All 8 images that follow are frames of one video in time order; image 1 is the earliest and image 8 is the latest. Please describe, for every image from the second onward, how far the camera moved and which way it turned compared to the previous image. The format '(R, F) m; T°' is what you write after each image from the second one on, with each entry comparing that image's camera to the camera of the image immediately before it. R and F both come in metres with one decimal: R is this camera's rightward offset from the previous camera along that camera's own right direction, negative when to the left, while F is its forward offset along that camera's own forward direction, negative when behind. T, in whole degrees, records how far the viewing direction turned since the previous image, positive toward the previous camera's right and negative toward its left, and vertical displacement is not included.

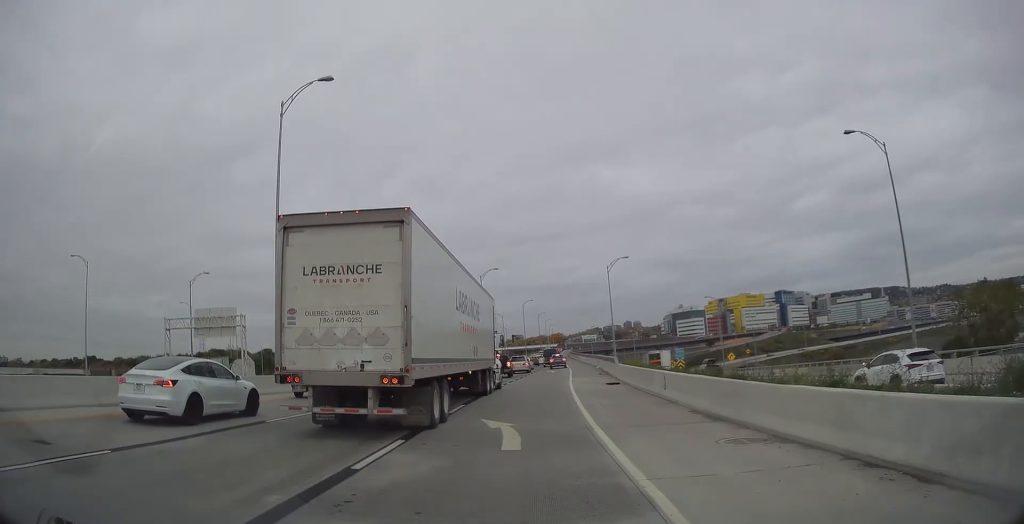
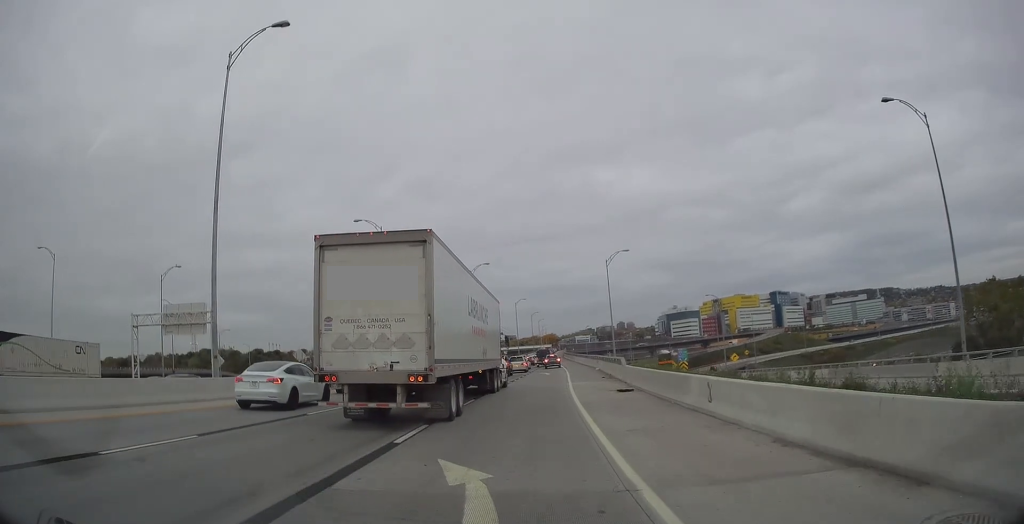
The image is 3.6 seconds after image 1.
(+0.1, +6.2) m; -1°
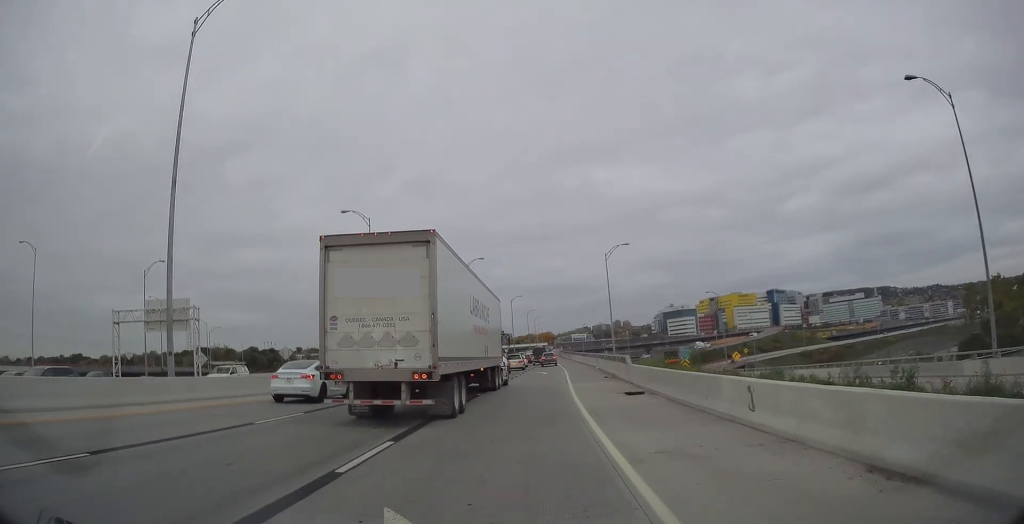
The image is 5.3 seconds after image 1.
(-0.1, +3.1) m; -2°
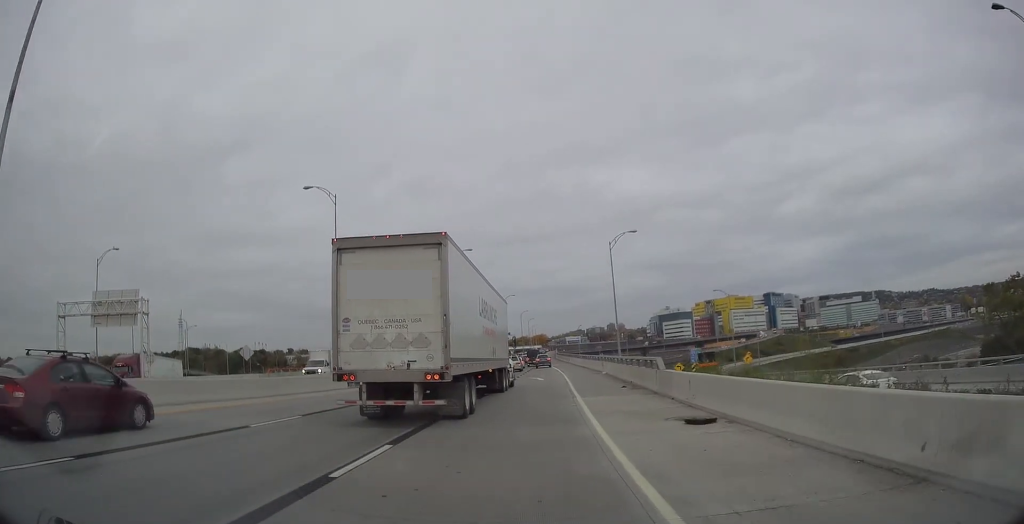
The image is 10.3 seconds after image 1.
(-0.3, +9.2) m; -1°
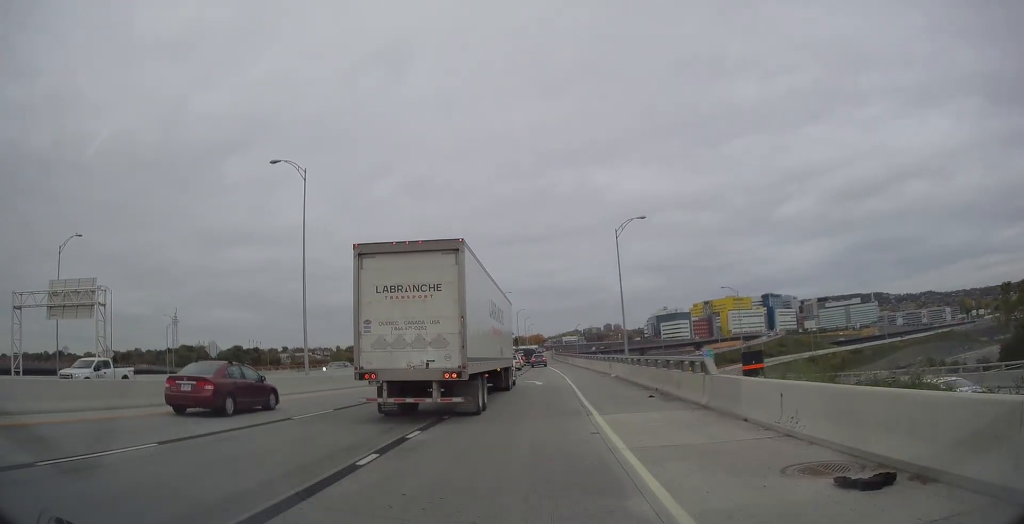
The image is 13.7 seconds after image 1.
(+0.1, +7.0) m; +1°
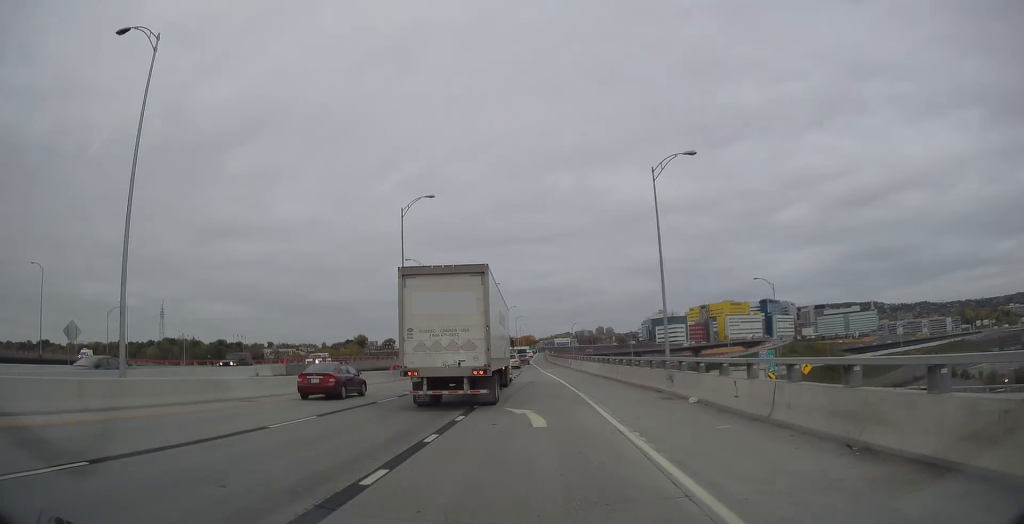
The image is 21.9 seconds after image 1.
(-0.1, +20.5) m; +1°
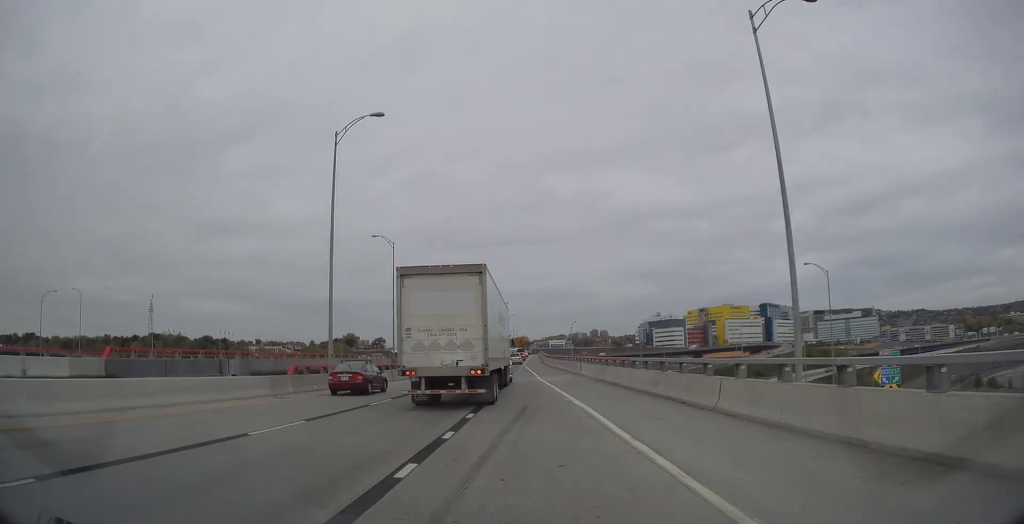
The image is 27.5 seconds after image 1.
(+0.3, +19.3) m; 0°
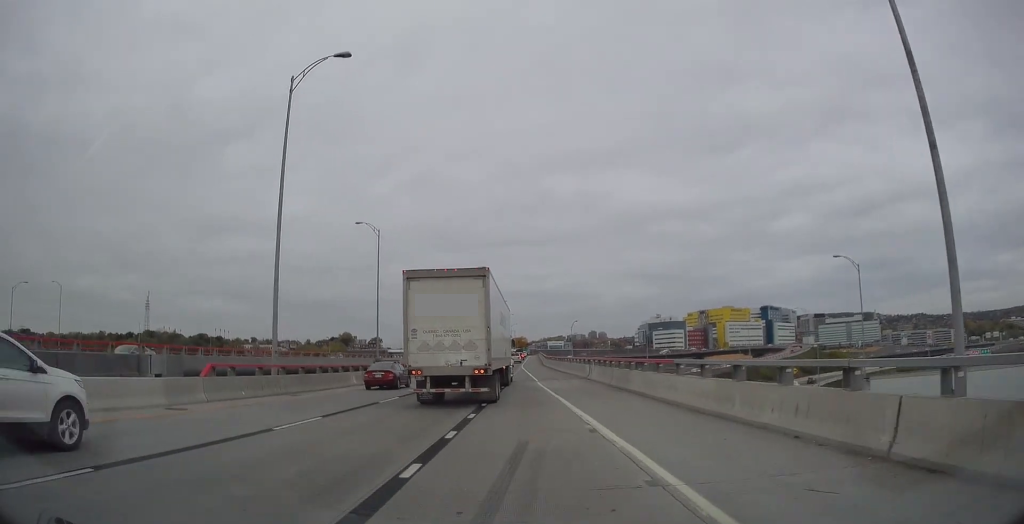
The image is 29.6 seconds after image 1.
(-0.1, +8.5) m; -1°
